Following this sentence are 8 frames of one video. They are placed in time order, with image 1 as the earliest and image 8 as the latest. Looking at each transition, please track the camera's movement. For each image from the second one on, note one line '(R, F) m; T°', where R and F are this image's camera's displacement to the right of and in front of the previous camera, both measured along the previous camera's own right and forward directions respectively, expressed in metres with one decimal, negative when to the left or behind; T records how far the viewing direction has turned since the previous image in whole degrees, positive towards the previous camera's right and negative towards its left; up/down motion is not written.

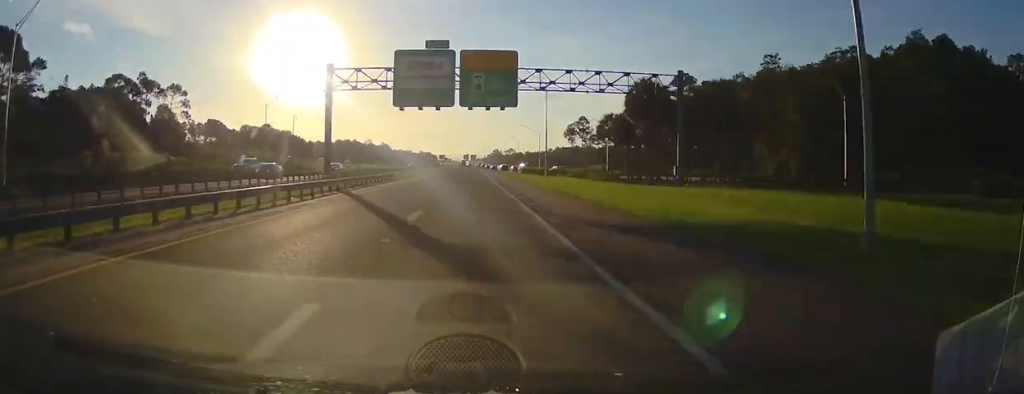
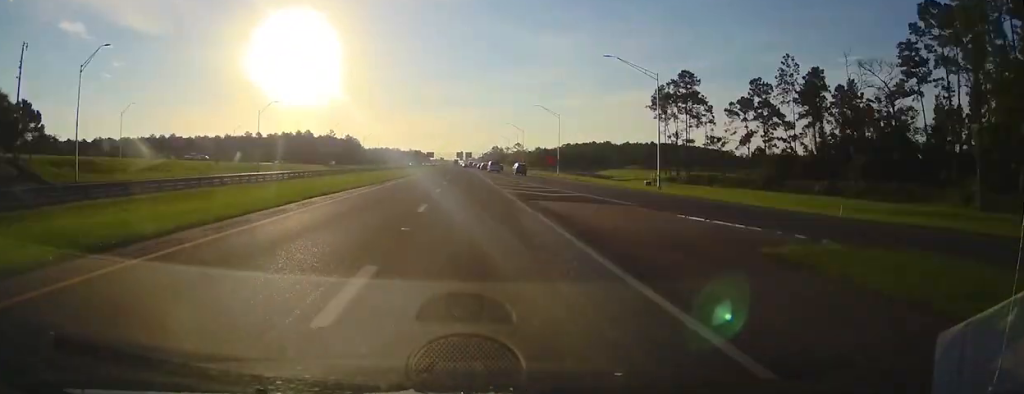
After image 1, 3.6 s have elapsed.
(+0.6, +101.7) m; 0°
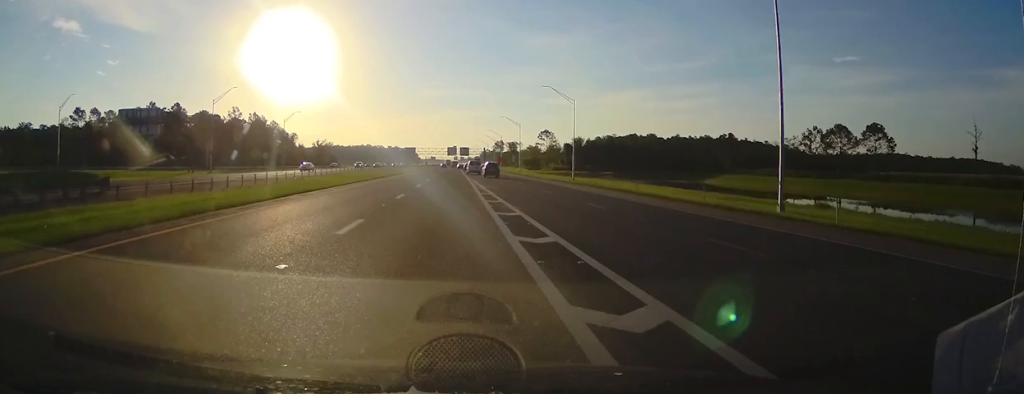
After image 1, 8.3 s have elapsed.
(0.0, +150.8) m; 0°
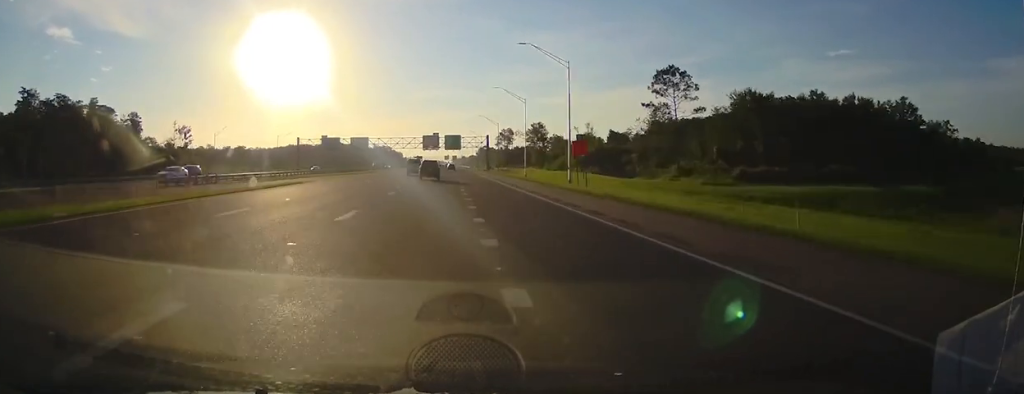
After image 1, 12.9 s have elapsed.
(+1.2, +150.3) m; 0°
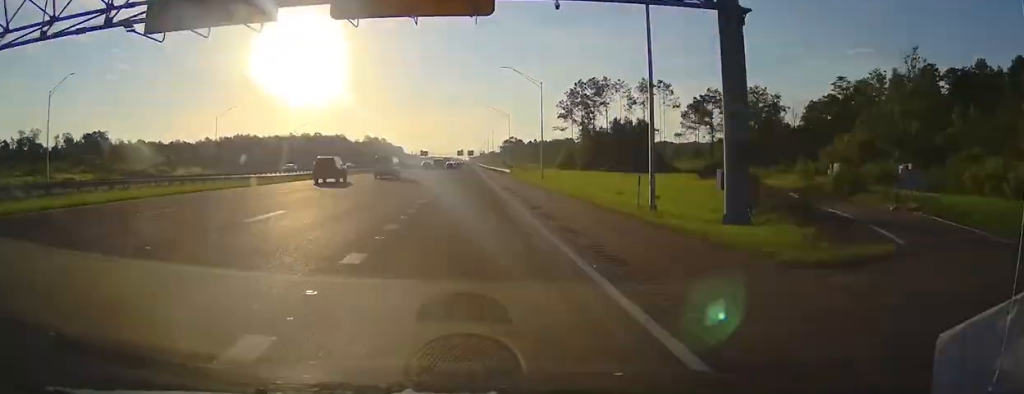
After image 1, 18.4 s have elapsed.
(-1.9, +173.7) m; -1°
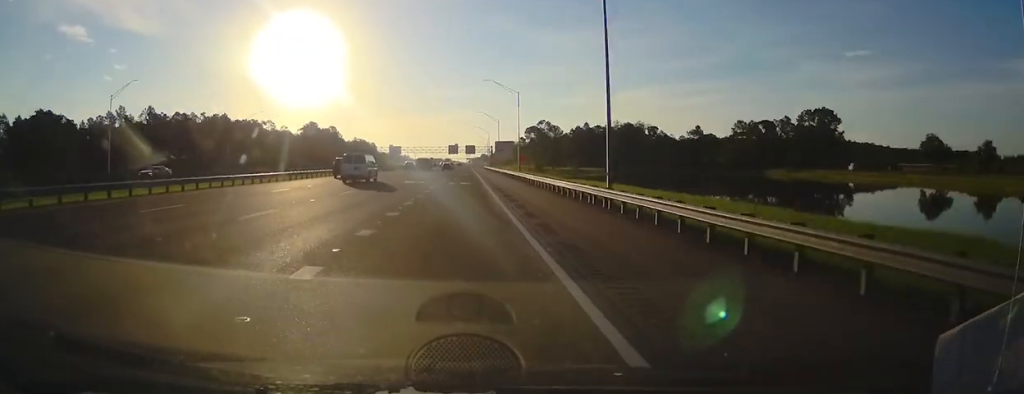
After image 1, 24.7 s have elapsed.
(-0.5, +194.2) m; 0°
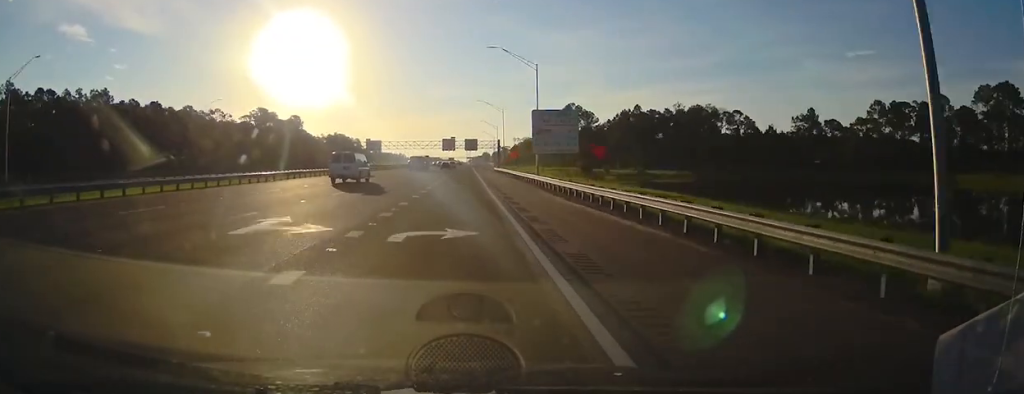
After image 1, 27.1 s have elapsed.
(-0.1, +74.5) m; 0°
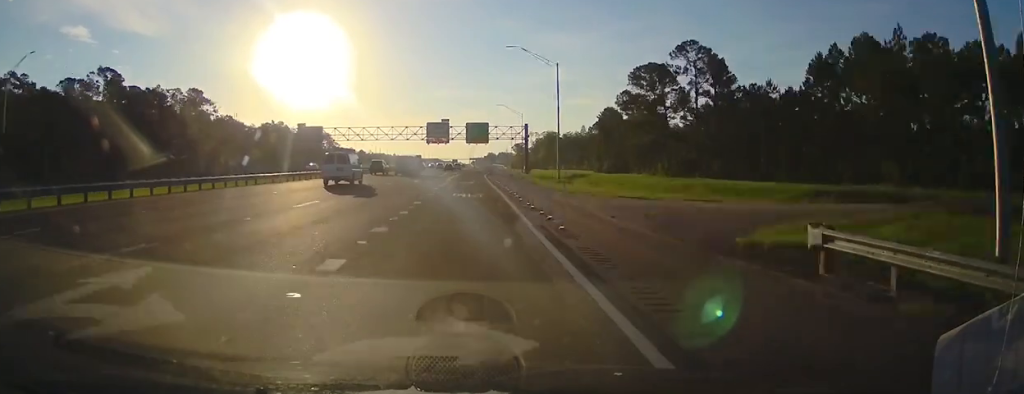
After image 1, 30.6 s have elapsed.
(+0.4, +103.7) m; +1°
